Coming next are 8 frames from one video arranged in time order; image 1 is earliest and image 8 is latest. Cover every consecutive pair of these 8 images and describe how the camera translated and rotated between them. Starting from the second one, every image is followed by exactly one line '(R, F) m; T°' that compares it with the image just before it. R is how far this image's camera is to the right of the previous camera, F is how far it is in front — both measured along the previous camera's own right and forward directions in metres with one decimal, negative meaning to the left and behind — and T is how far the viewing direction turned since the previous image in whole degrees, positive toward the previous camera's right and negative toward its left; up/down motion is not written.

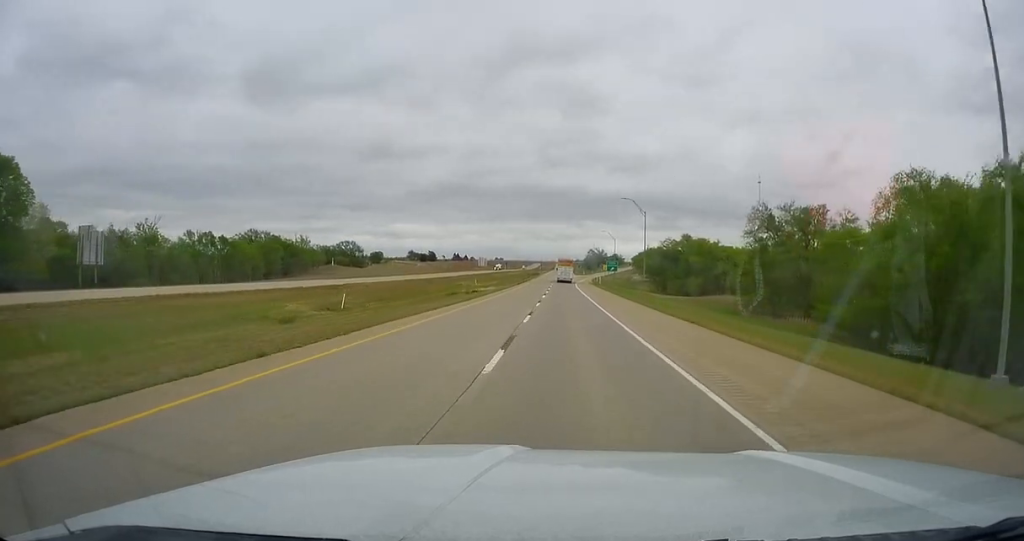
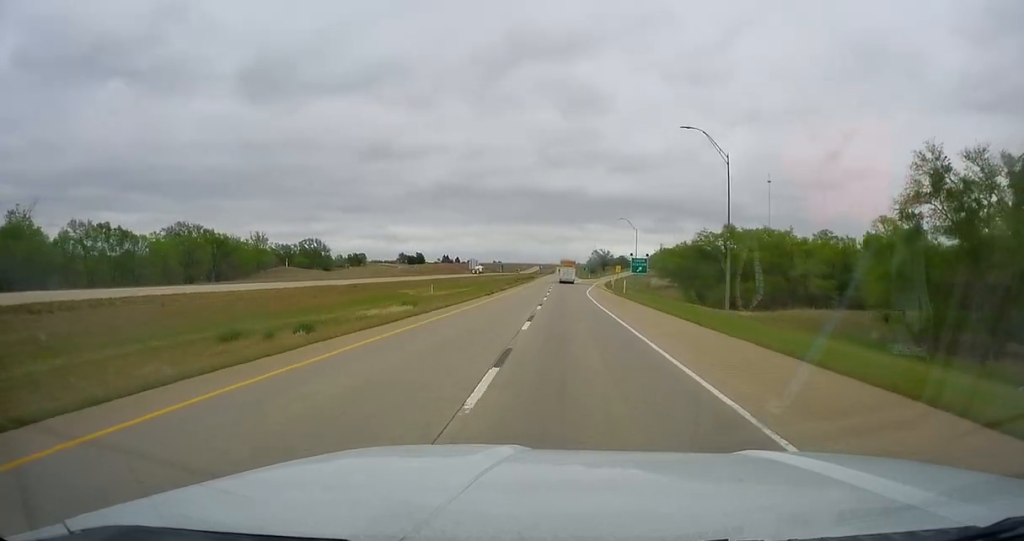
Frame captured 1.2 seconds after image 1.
(+0.2, +39.2) m; -1°
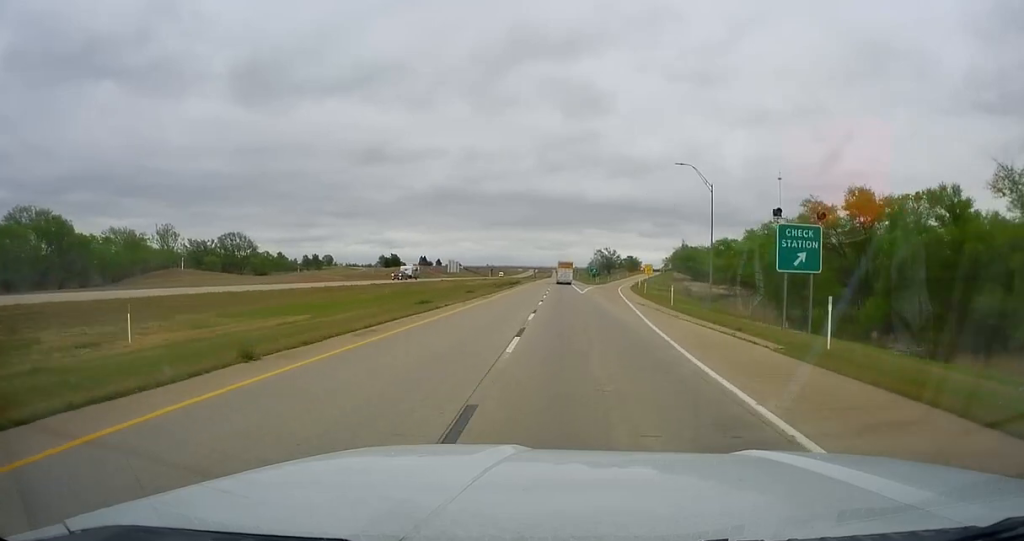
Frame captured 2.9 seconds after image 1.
(-0.4, +53.9) m; 0°
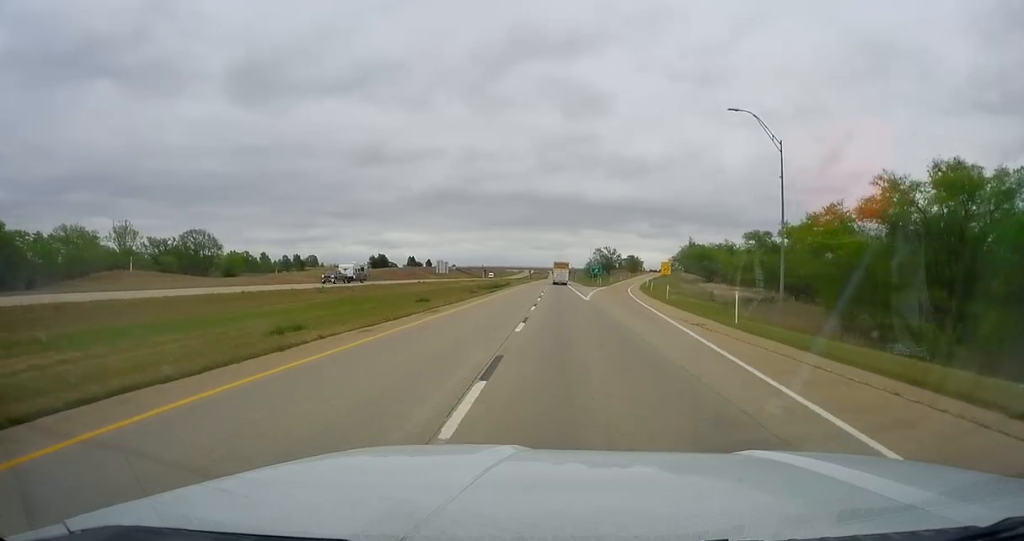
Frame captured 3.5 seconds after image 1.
(+0.2, +17.6) m; +1°
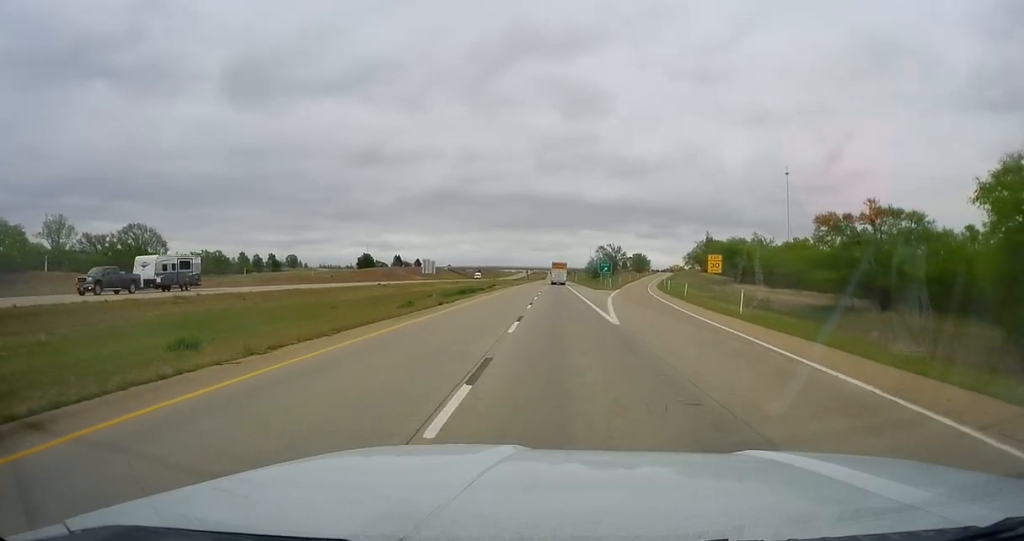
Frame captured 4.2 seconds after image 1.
(0.0, +24.6) m; 0°
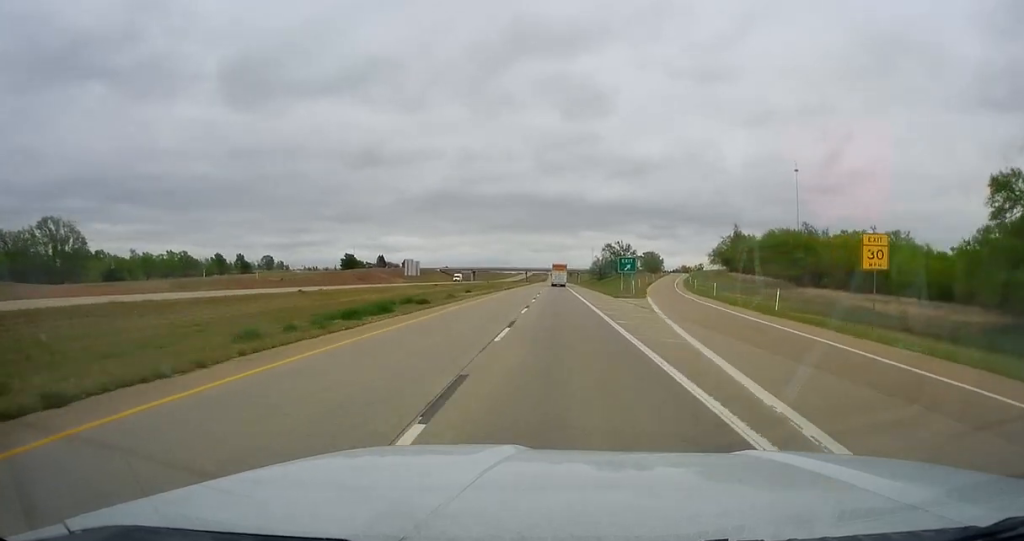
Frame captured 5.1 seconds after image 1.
(+0.2, +27.6) m; 0°
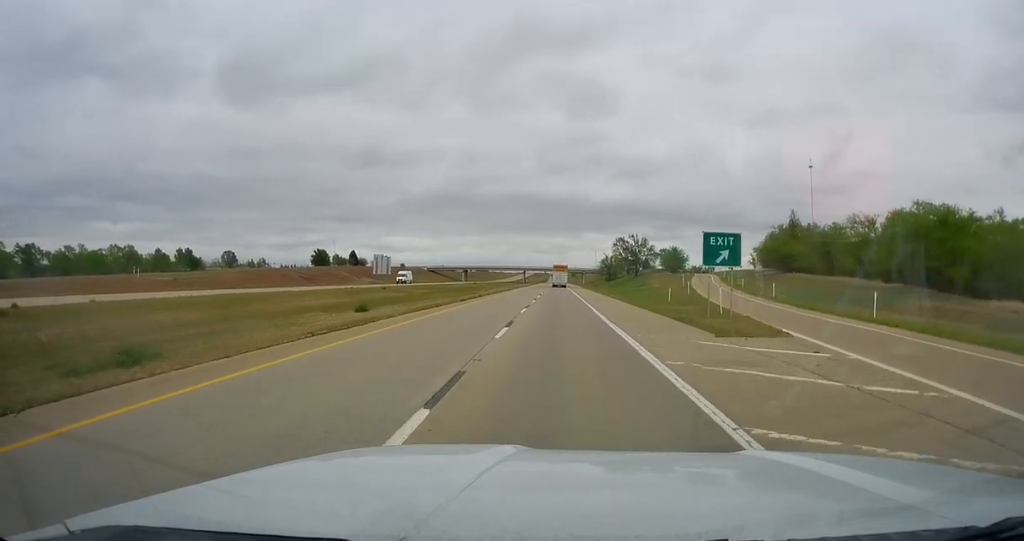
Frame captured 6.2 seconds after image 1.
(-0.2, +36.2) m; 0°
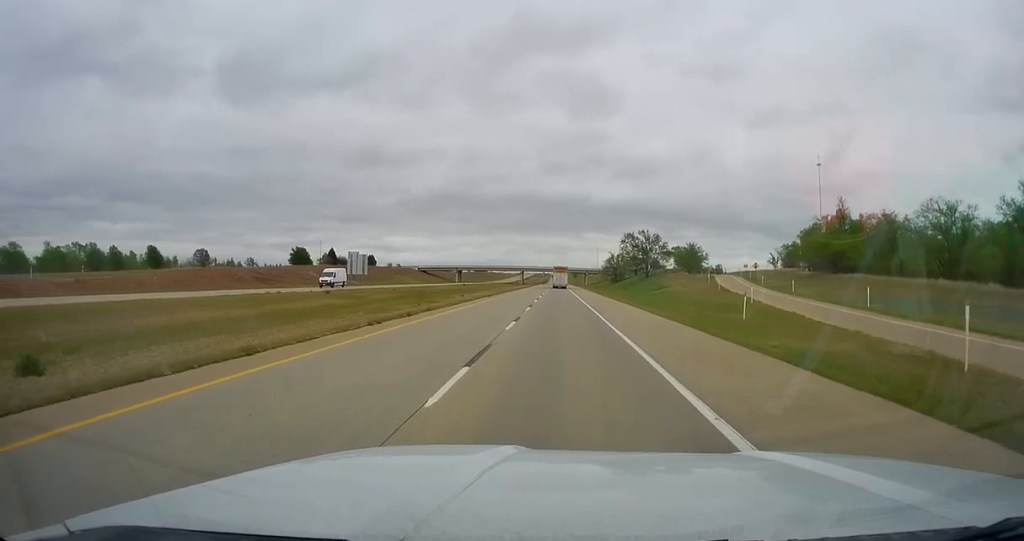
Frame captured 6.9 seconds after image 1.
(0.0, +20.8) m; 0°
